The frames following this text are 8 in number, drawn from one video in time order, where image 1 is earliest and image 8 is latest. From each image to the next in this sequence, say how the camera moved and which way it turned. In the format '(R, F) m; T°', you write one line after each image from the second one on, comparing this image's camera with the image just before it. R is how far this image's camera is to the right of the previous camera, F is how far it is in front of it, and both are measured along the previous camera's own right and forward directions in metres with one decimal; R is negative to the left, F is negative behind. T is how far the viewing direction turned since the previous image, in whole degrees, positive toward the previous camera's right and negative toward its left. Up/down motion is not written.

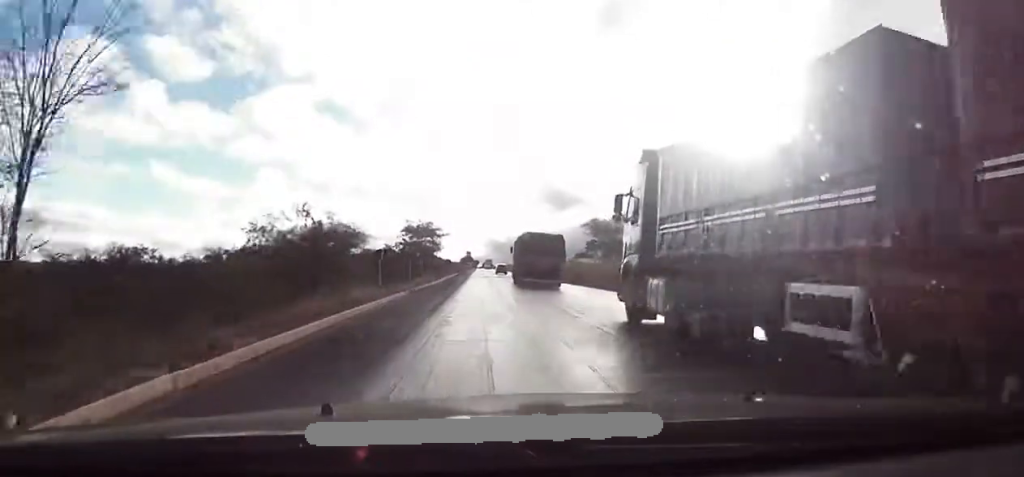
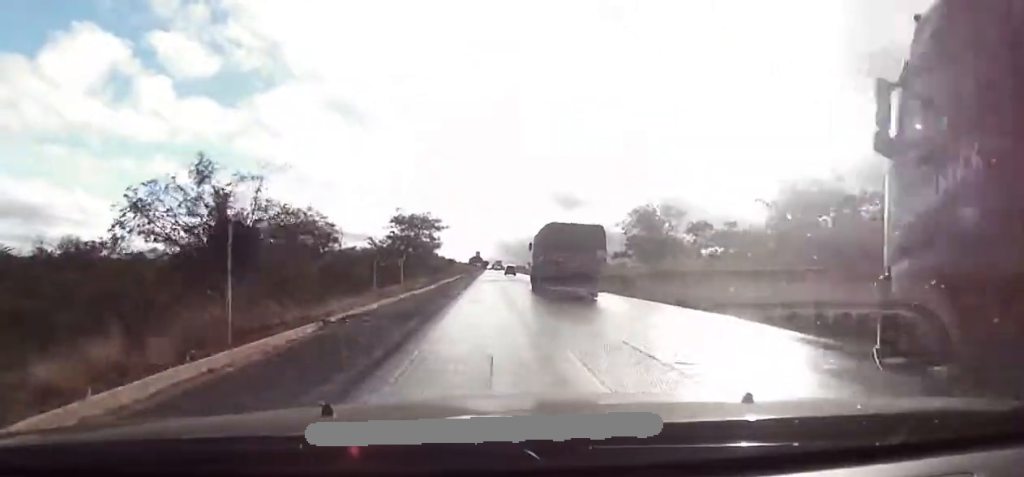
(0.0, +18.1) m; 0°
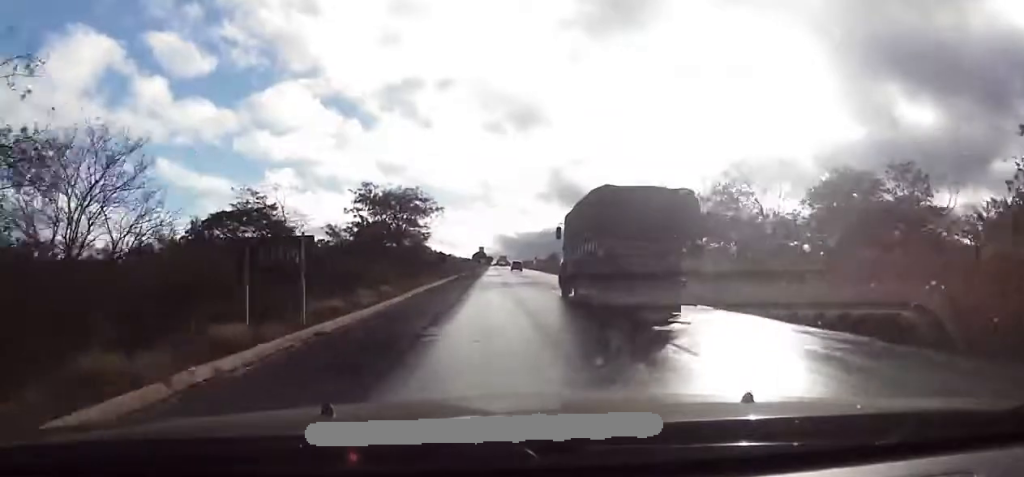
(+0.2, +19.7) m; 0°
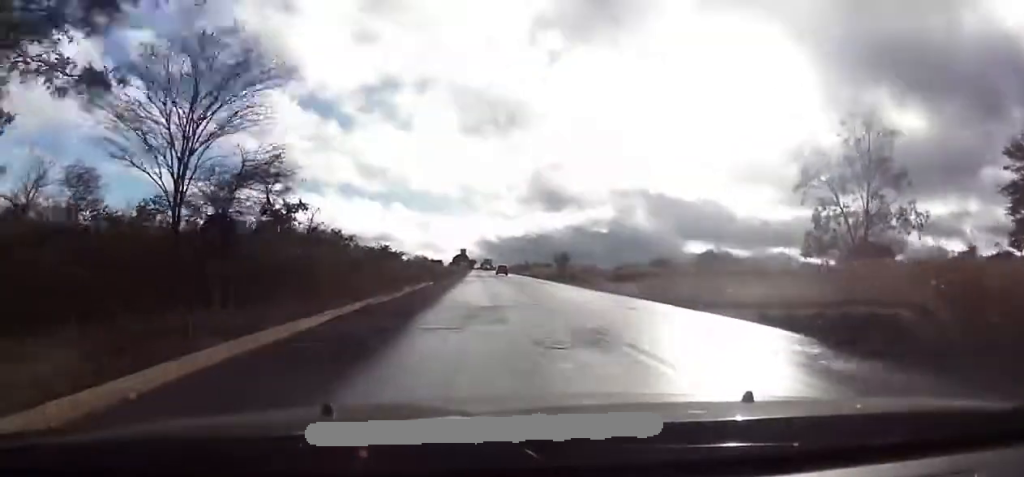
(-0.4, +46.0) m; 0°
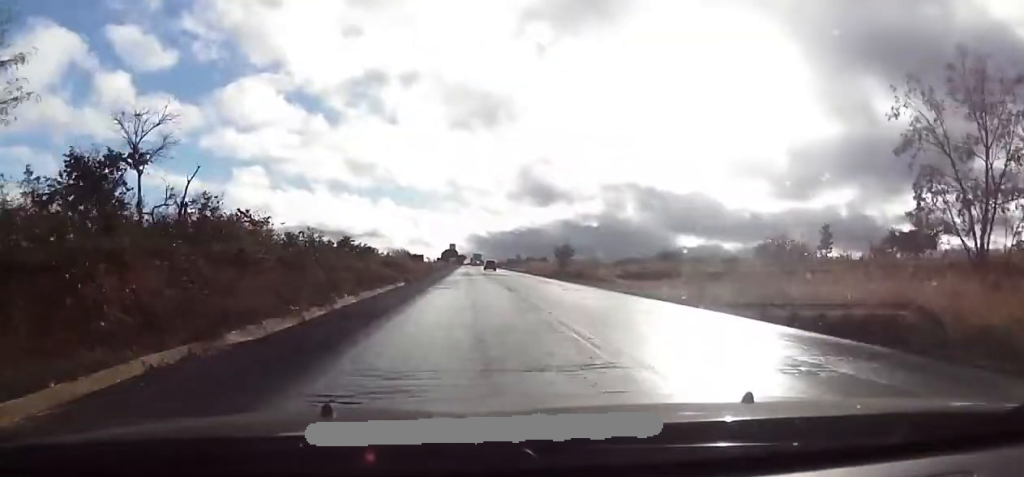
(-0.2, +14.5) m; +1°
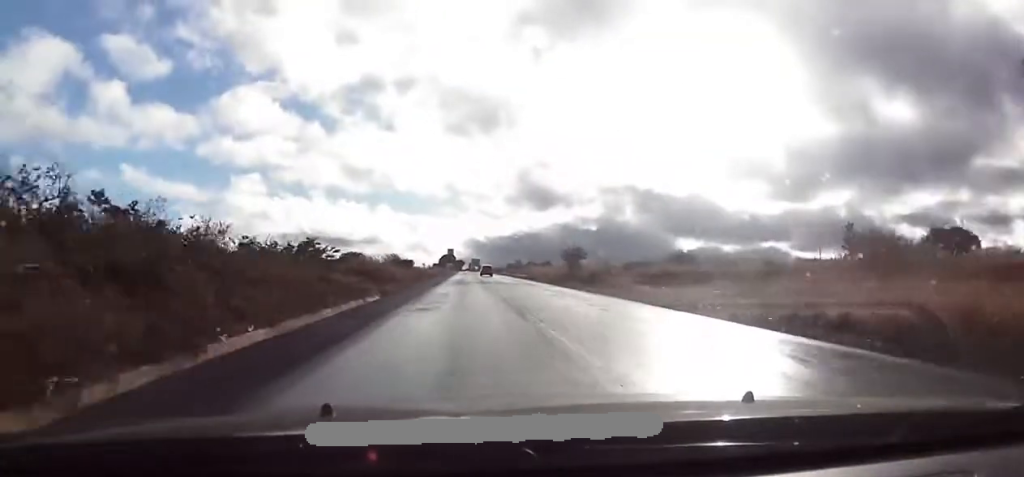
(+0.4, +10.9) m; 0°
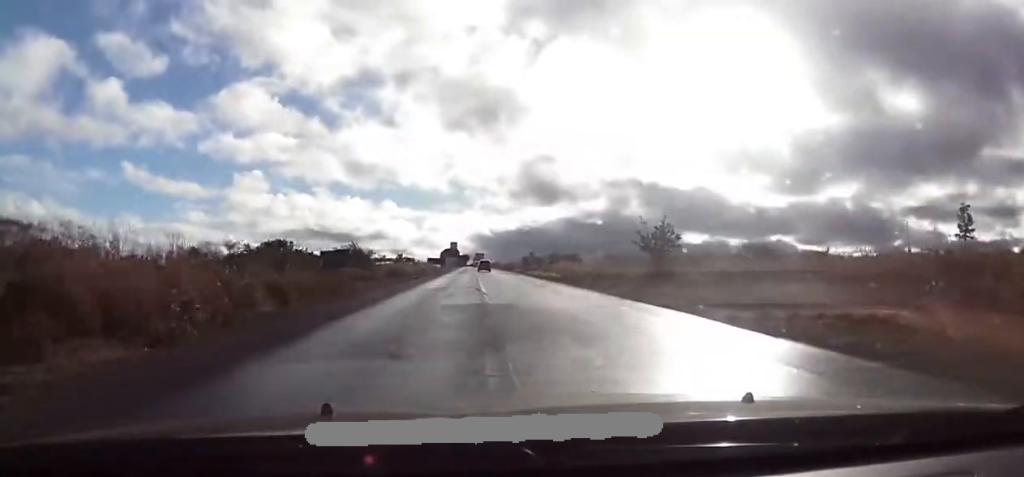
(-0.3, +36.3) m; -1°
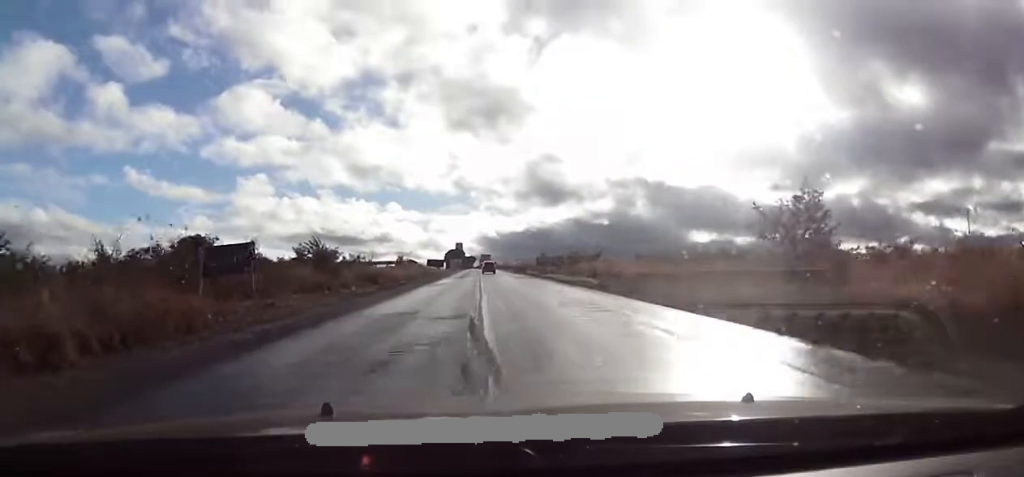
(+0.3, +18.2) m; 0°
